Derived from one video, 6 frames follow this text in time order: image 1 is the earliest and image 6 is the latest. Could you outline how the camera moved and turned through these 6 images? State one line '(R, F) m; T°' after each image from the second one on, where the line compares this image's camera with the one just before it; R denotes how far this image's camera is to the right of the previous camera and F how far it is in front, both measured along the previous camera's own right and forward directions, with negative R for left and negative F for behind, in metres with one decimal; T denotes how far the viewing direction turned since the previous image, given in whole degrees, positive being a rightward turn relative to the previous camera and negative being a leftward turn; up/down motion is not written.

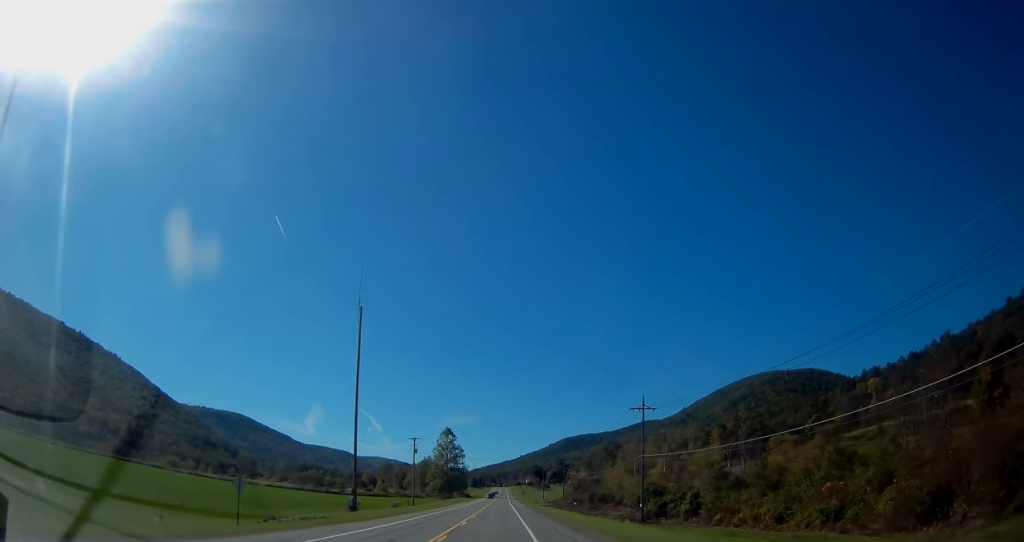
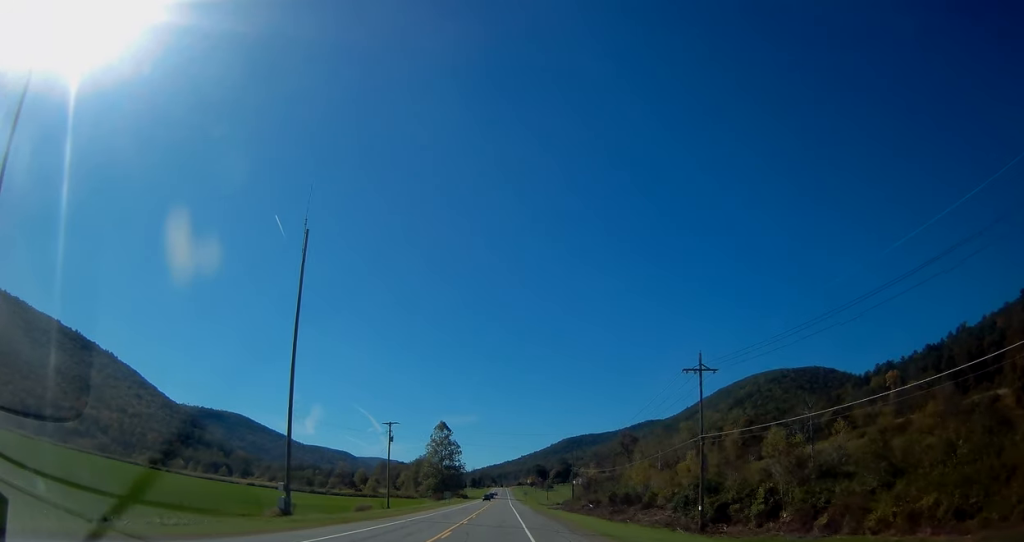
(+0.1, +21.0) m; 0°
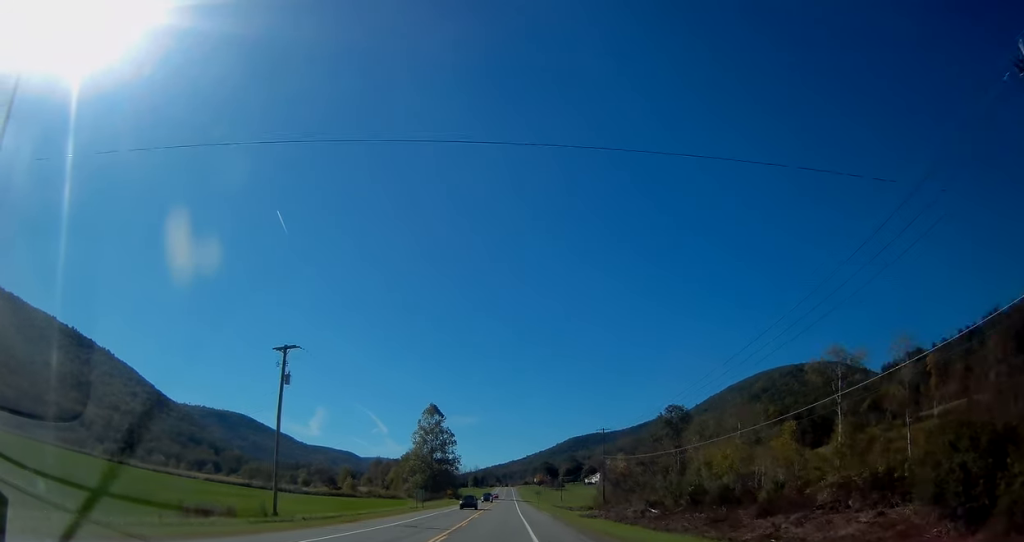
(-0.2, +38.7) m; -1°
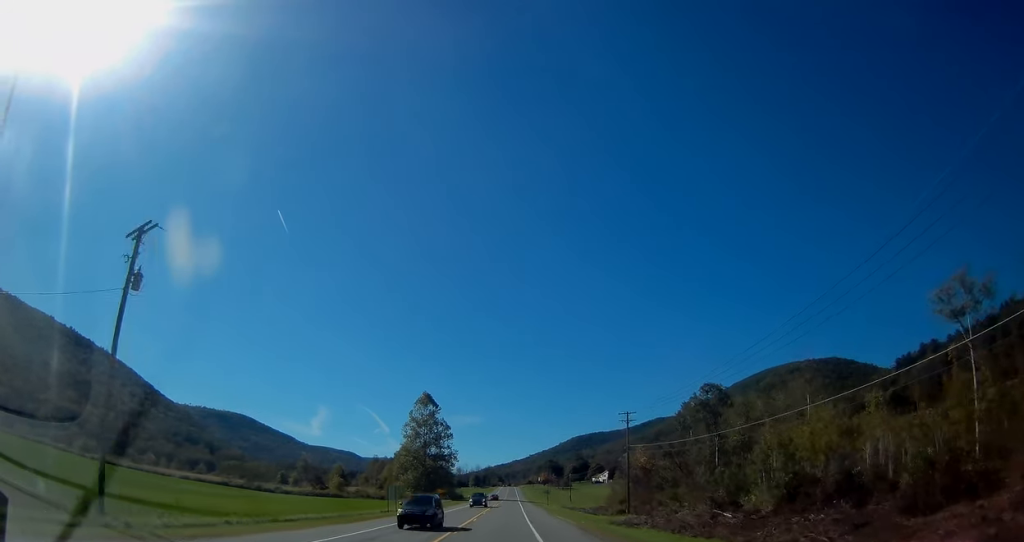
(0.0, +18.4) m; 0°
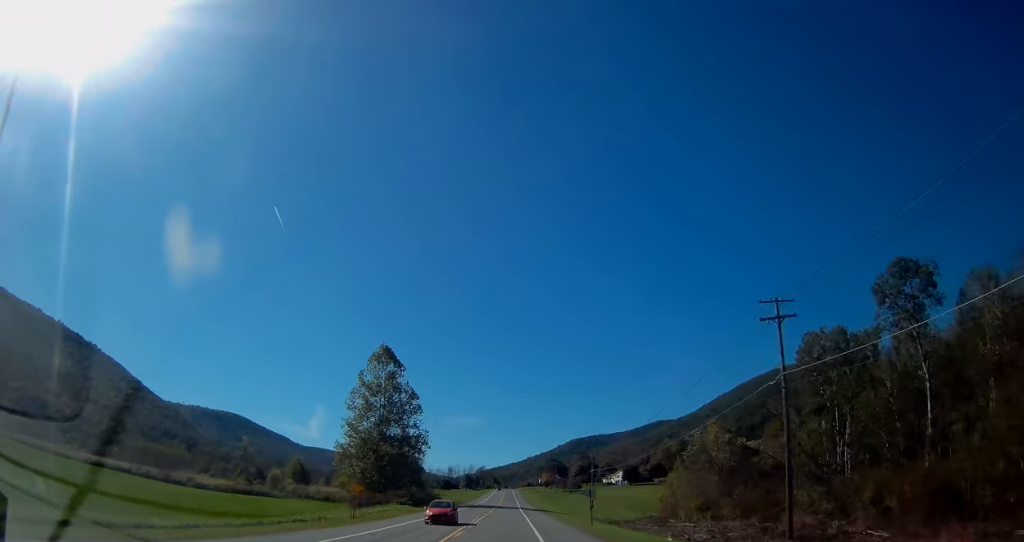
(-0.1, +48.6) m; 0°
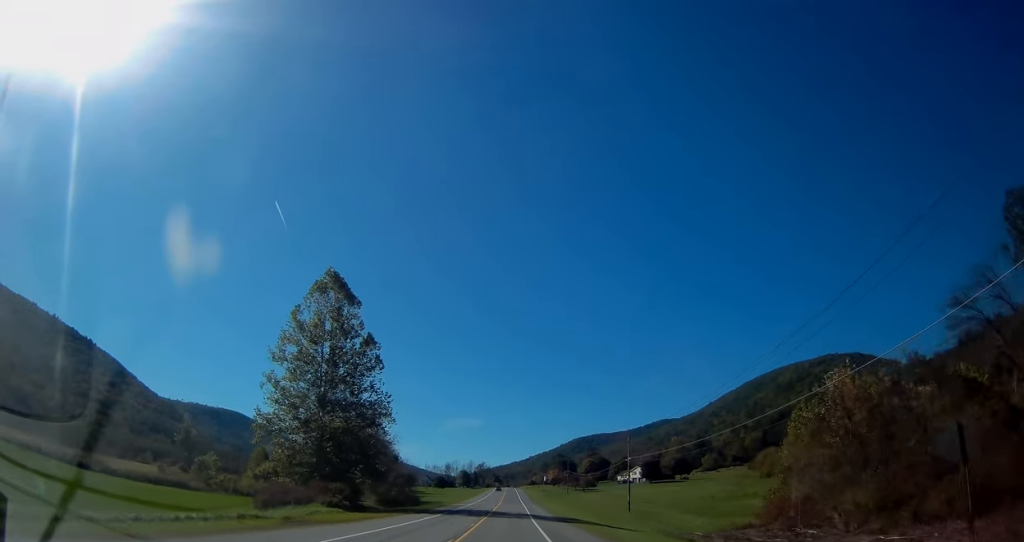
(0.0, +33.6) m; 0°
